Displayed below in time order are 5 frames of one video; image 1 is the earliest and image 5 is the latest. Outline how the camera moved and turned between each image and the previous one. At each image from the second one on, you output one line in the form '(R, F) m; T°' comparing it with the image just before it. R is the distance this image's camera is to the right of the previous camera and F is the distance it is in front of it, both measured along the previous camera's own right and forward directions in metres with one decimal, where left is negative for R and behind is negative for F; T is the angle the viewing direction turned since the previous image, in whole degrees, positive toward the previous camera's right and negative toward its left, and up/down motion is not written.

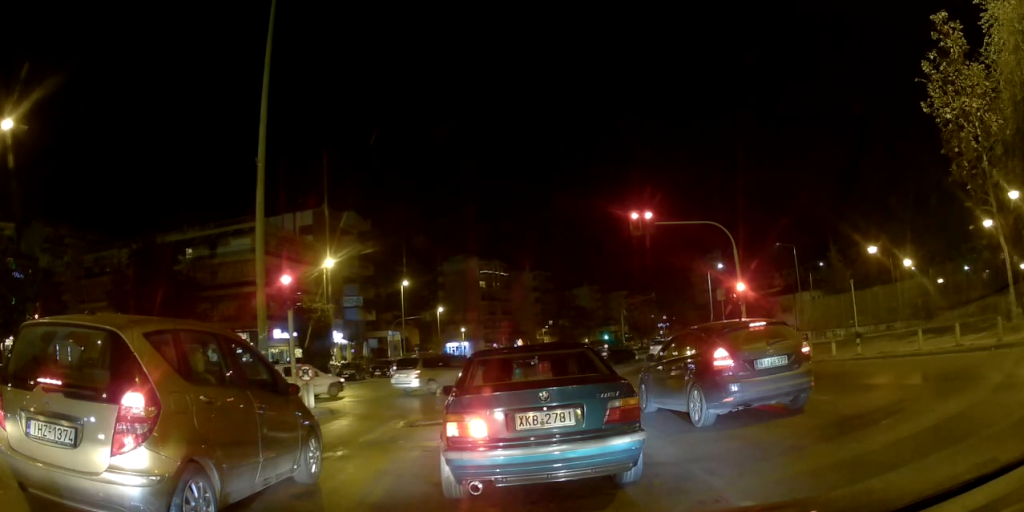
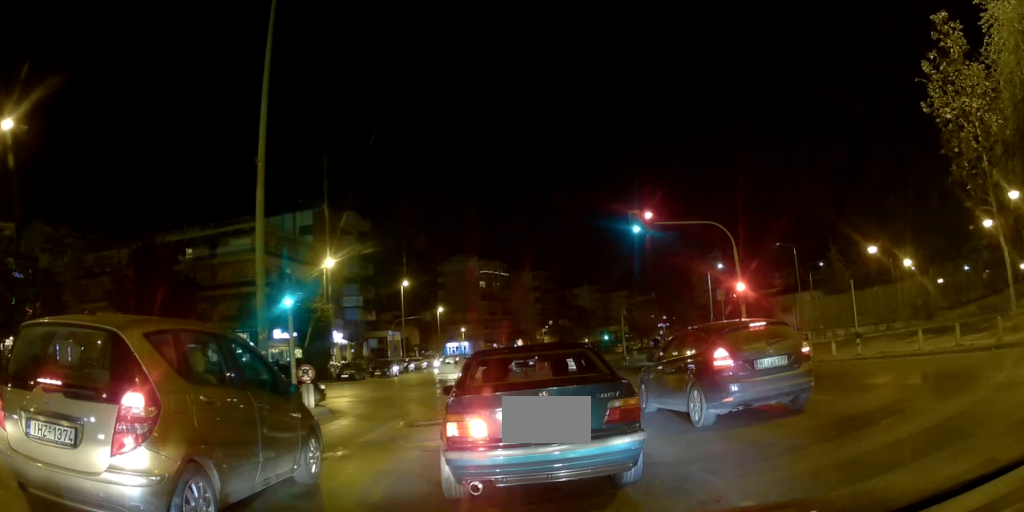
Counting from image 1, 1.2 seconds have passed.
(0.0, 0.0) m; 0°
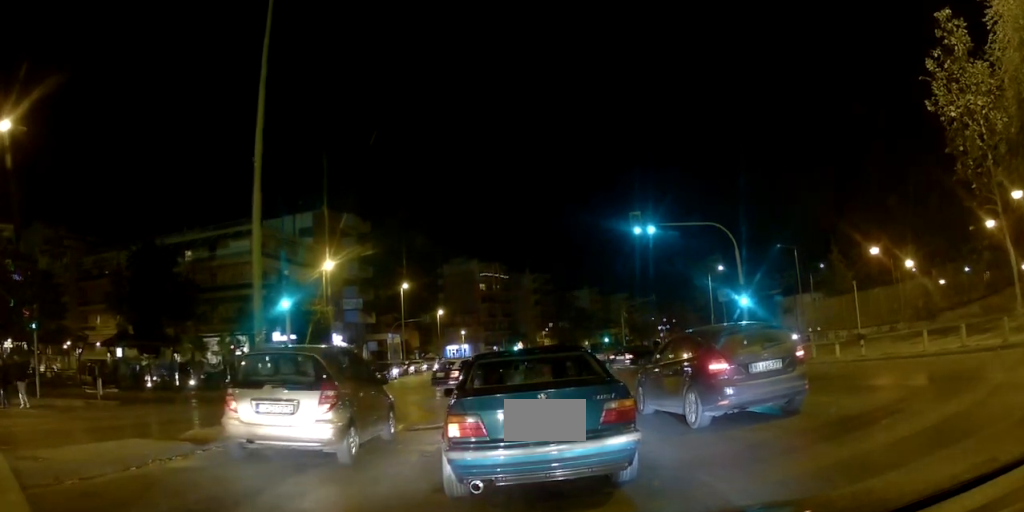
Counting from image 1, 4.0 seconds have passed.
(-0.6, +0.4) m; 0°
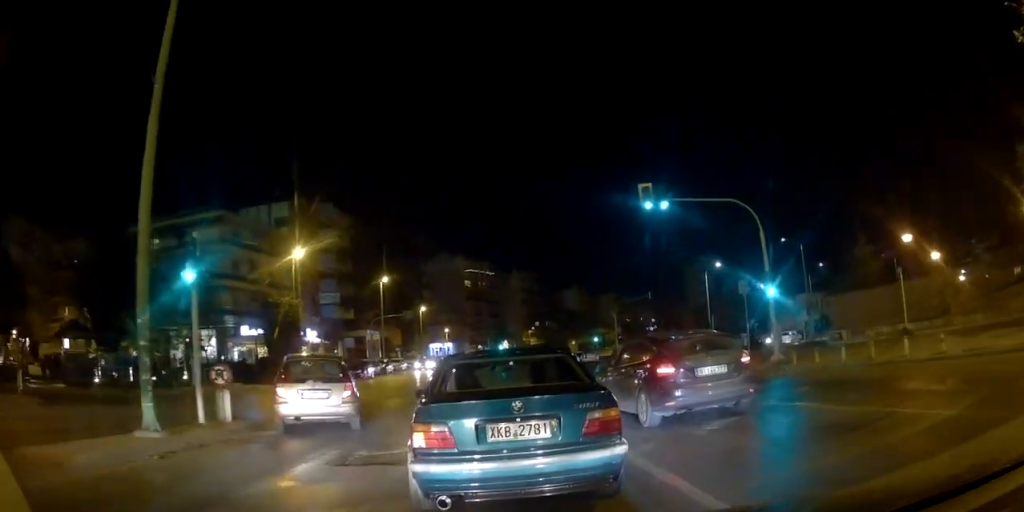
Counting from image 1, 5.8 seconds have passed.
(+0.1, +4.6) m; +4°
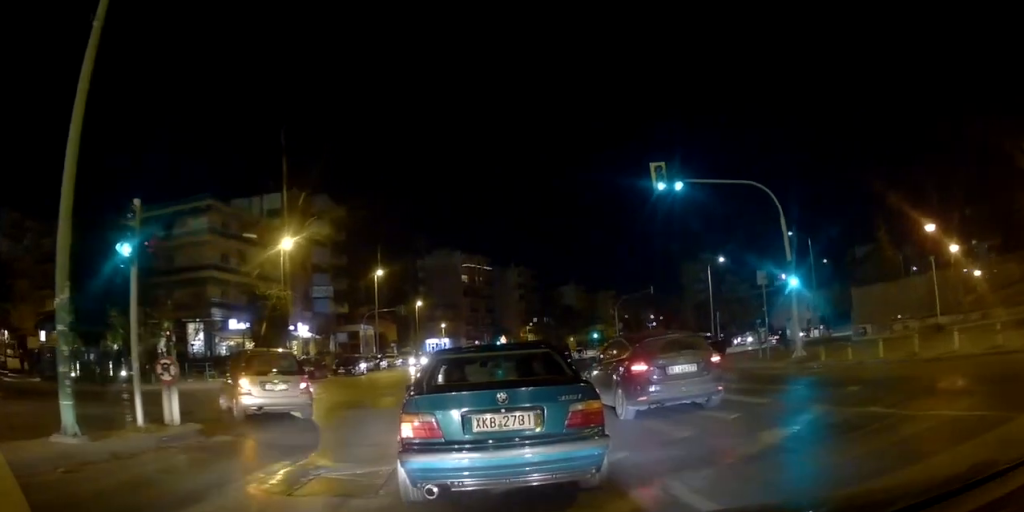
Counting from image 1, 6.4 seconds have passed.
(+0.1, +2.0) m; +2°
